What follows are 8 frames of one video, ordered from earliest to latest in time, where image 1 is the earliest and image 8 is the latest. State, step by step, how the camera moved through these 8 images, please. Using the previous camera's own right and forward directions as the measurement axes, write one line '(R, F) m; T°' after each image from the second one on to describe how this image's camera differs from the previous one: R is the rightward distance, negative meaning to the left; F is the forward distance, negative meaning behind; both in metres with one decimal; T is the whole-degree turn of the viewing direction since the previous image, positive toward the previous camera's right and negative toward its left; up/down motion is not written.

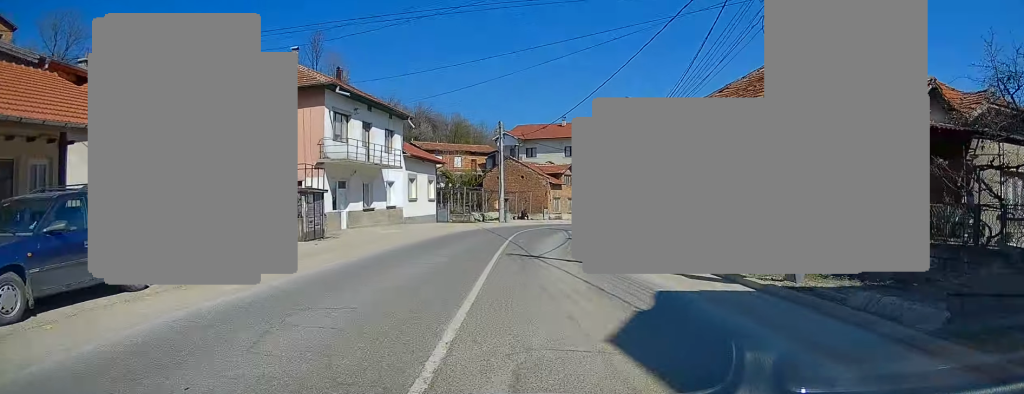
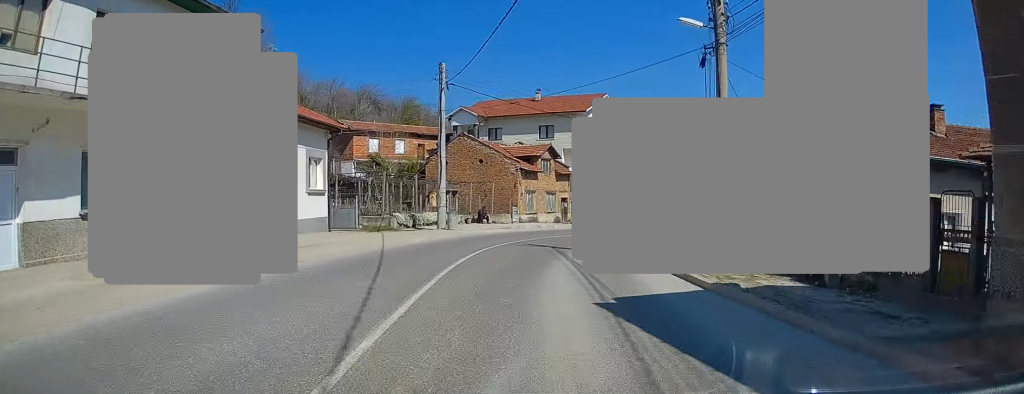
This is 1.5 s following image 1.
(+0.4, +19.3) m; +5°
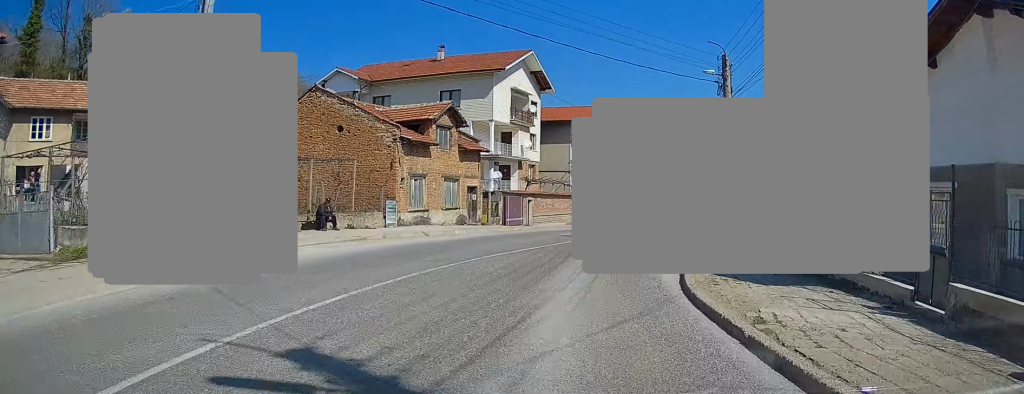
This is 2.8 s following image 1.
(+1.1, +16.3) m; +9°
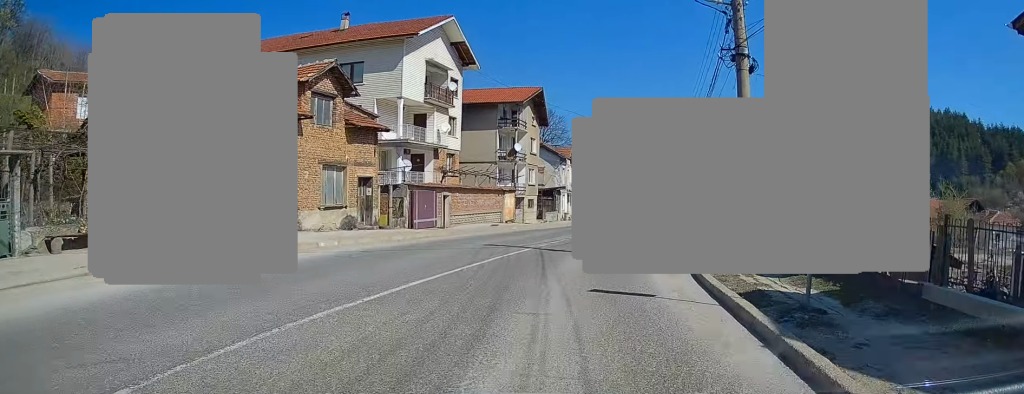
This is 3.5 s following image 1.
(+0.3, +8.4) m; +5°
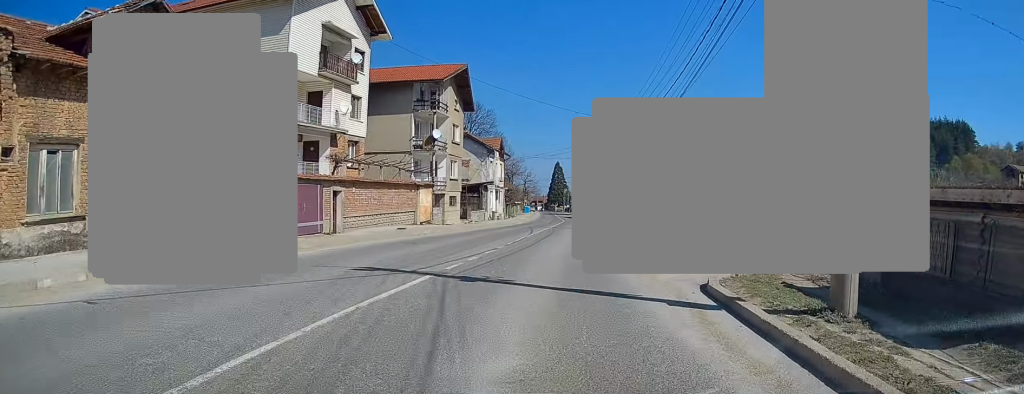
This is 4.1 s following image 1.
(+0.4, +7.6) m; +4°
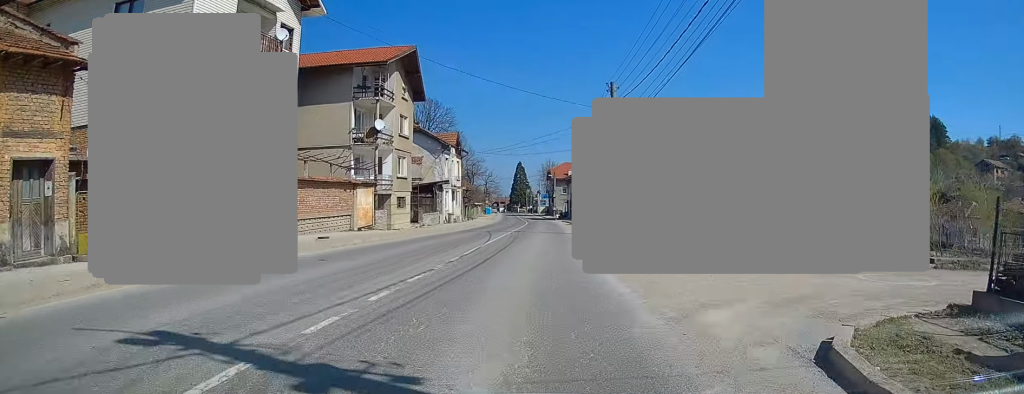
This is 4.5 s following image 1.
(+0.1, +5.5) m; +1°
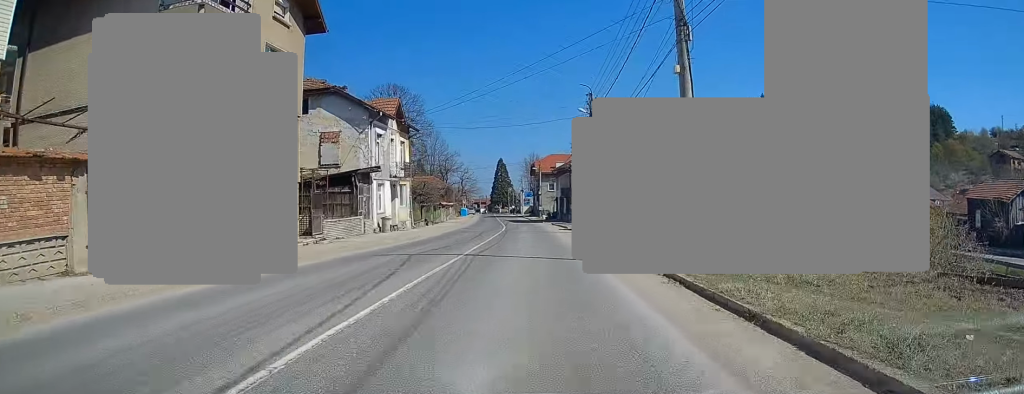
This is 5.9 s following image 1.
(+0.3, +17.7) m; +1°
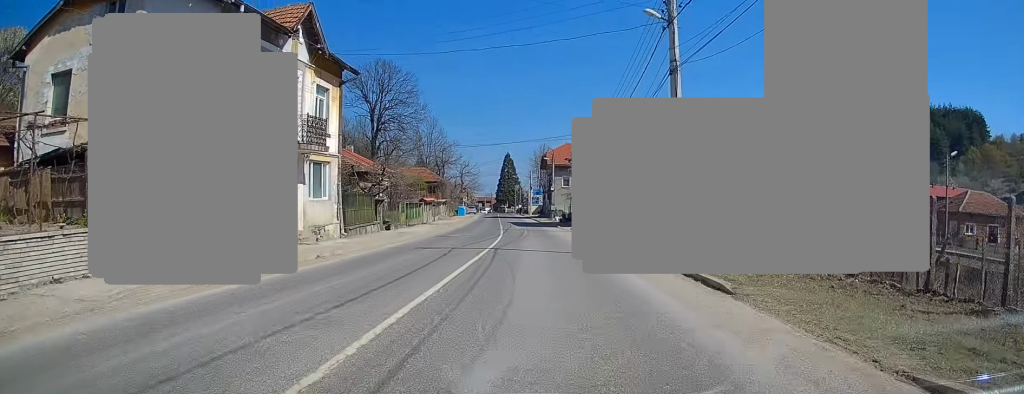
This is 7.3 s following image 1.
(+0.1, +17.7) m; 0°
